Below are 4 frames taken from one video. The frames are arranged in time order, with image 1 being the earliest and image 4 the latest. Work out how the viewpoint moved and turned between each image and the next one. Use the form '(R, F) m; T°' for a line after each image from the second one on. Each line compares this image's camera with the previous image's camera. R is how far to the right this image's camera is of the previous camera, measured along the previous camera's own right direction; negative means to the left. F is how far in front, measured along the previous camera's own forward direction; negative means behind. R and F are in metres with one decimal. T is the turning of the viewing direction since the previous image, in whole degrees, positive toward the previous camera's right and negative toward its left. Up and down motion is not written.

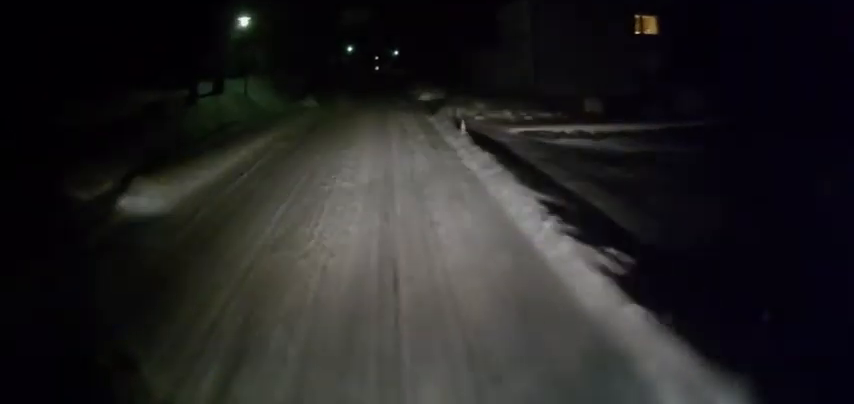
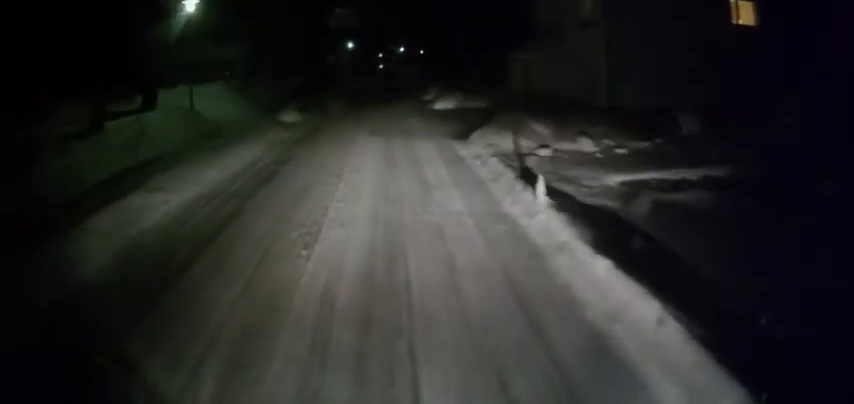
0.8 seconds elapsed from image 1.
(0.0, +8.3) m; -1°
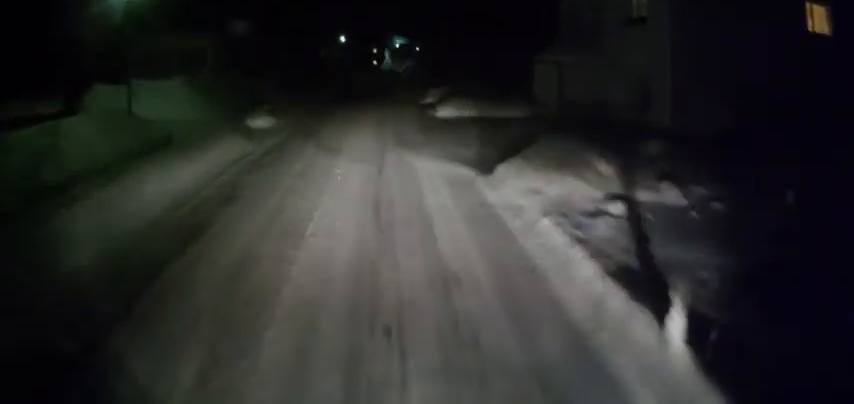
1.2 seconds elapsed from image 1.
(-0.1, +4.8) m; -1°
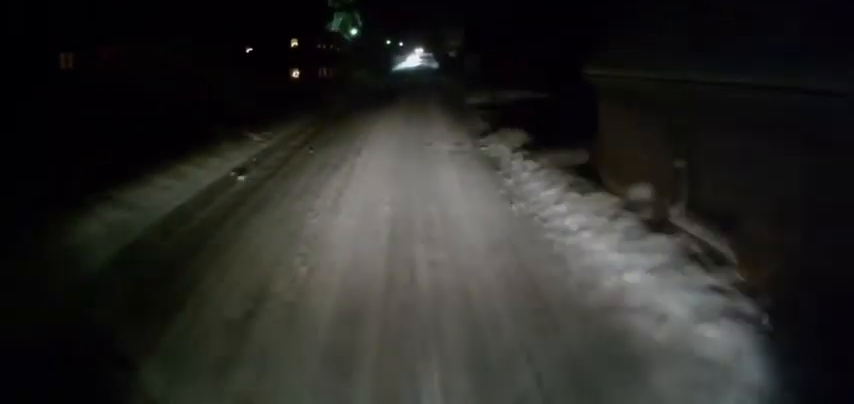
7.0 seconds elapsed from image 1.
(+0.8, +62.3) m; +6°
